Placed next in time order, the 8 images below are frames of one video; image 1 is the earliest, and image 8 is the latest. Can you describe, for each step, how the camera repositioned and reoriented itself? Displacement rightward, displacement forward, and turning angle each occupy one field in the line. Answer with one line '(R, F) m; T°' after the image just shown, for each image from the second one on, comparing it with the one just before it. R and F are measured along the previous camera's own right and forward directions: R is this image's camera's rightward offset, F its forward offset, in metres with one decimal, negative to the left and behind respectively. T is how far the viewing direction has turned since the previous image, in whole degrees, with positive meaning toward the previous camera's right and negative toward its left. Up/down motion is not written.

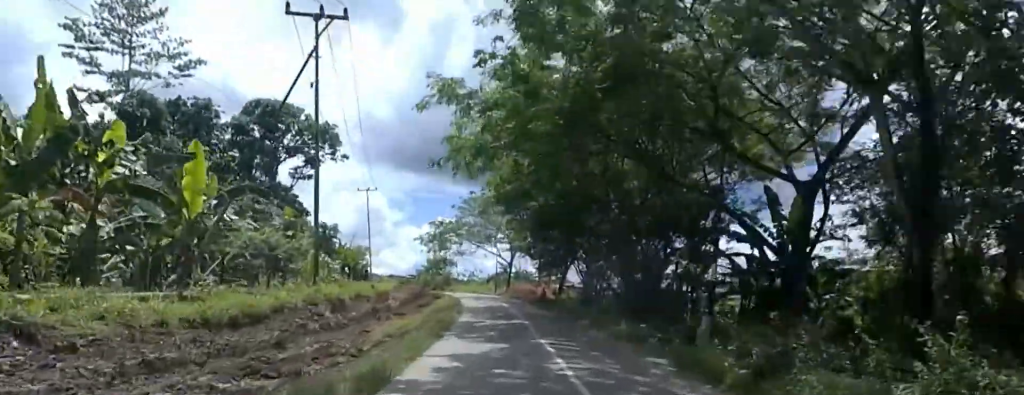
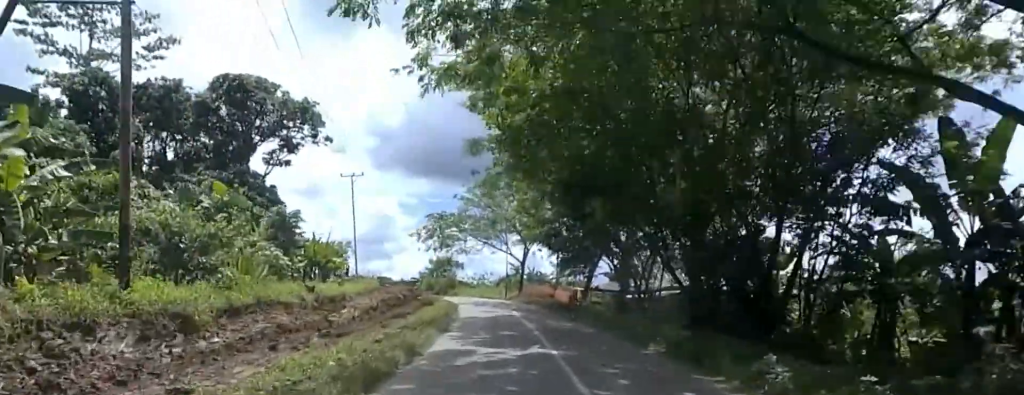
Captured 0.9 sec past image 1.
(0.0, +10.6) m; 0°
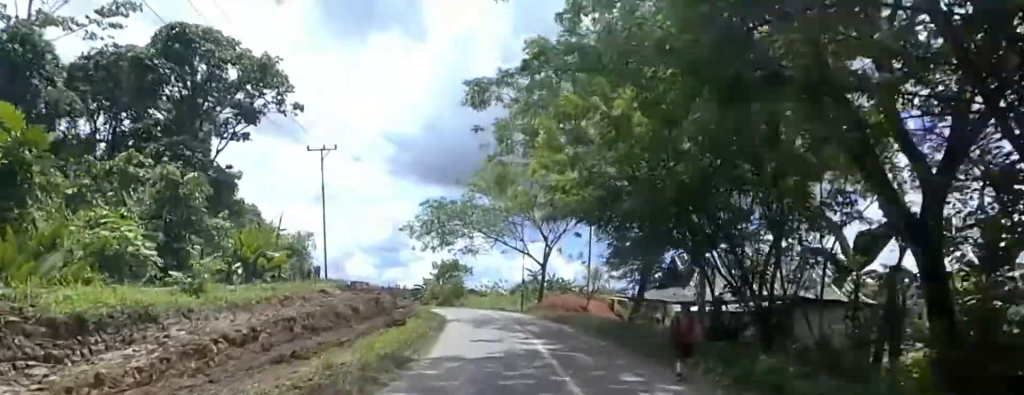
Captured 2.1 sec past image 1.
(0.0, +13.2) m; 0°
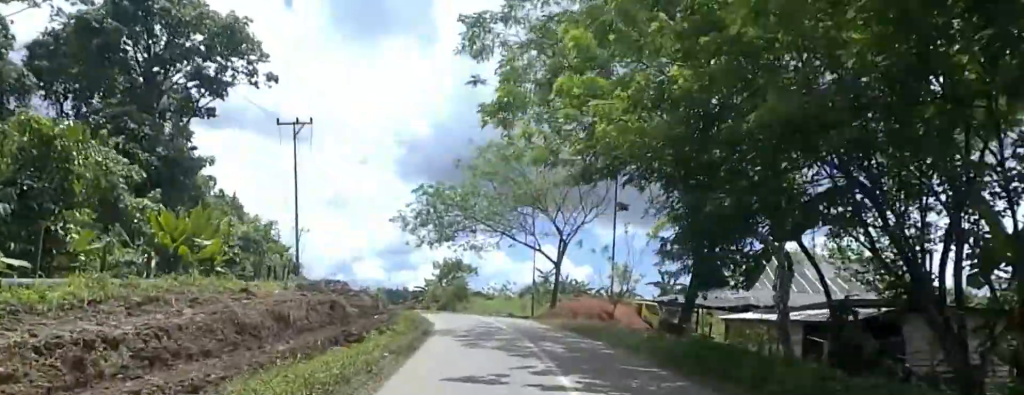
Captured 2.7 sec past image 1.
(0.0, +7.1) m; -2°
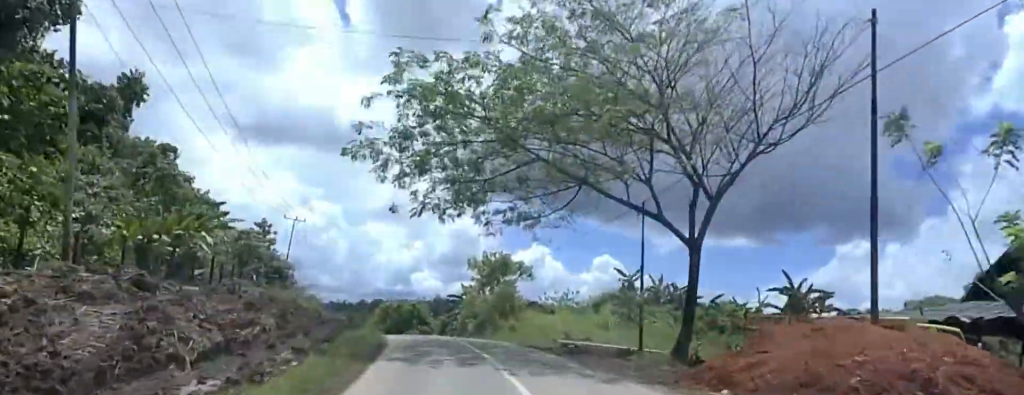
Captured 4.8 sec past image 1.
(-2.7, +22.2) m; -14°
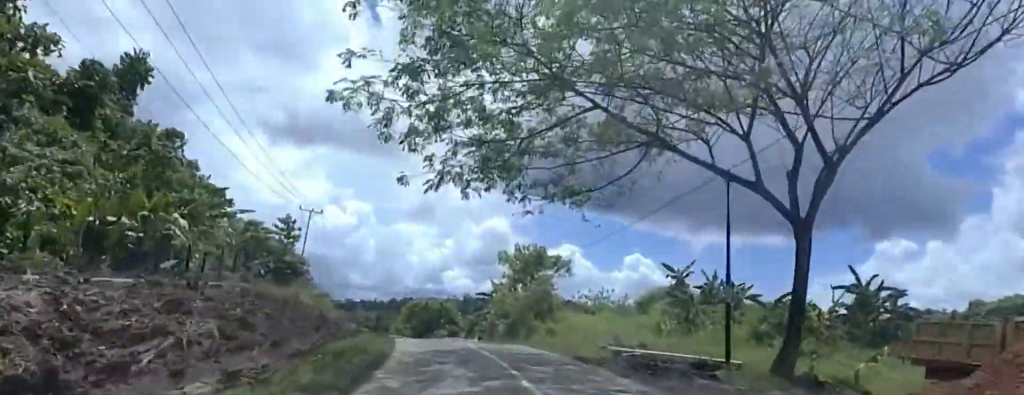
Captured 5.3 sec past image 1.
(-0.1, +5.3) m; -1°
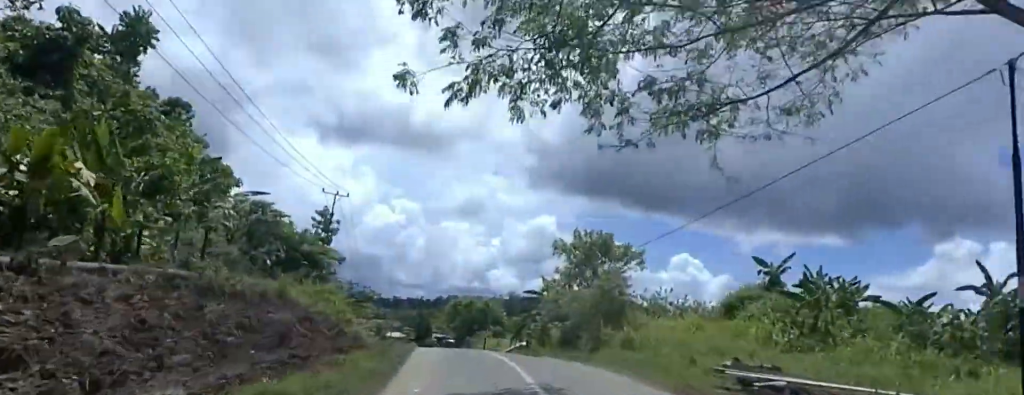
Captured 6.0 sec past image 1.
(0.0, +8.1) m; 0°
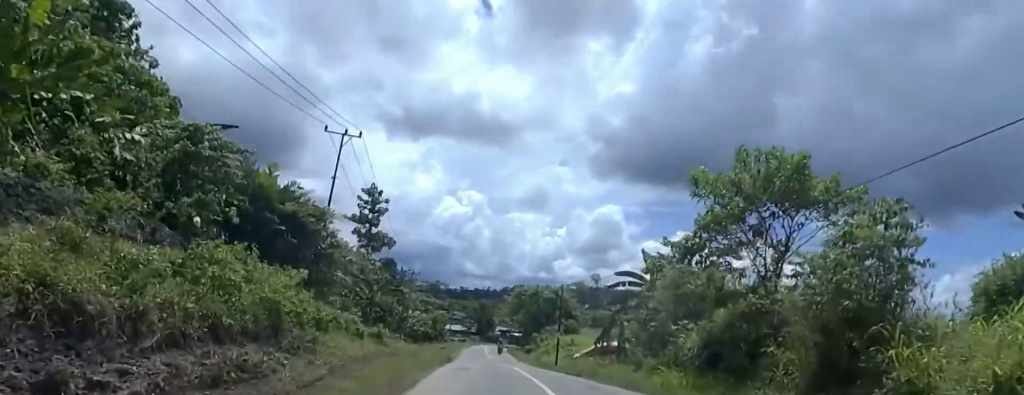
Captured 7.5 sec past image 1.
(0.0, +15.1) m; -4°
